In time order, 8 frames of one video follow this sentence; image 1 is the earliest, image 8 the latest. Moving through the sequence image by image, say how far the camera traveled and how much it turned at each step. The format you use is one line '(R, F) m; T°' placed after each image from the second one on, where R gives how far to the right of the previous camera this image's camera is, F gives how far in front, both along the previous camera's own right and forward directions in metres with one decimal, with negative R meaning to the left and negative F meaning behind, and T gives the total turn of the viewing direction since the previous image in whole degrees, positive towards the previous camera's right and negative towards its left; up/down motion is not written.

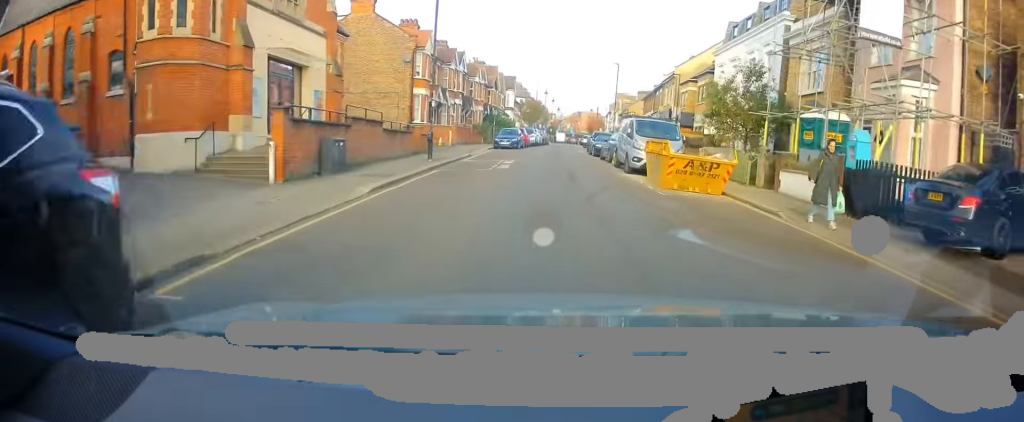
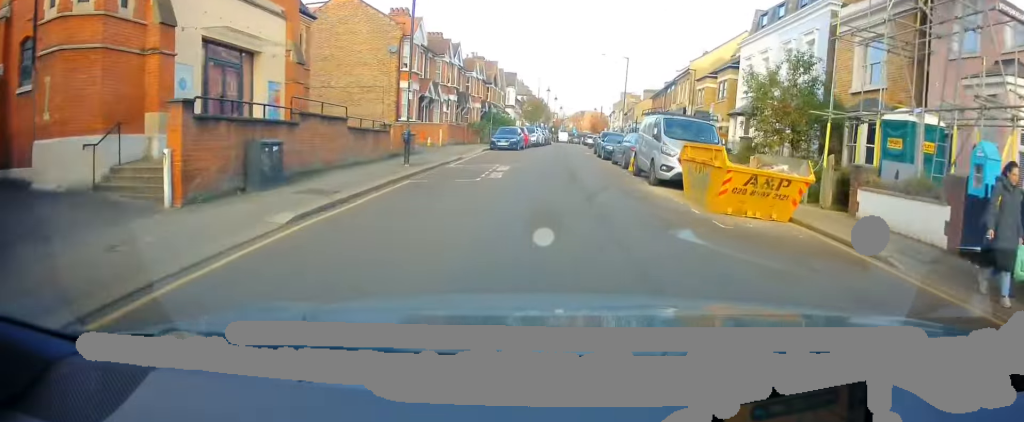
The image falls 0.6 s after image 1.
(-0.1, +4.2) m; 0°
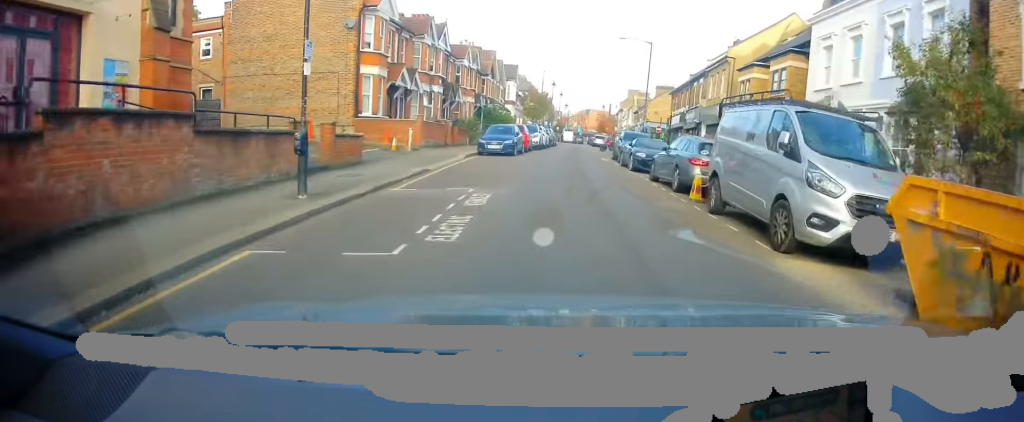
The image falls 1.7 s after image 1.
(+0.2, +8.5) m; +2°
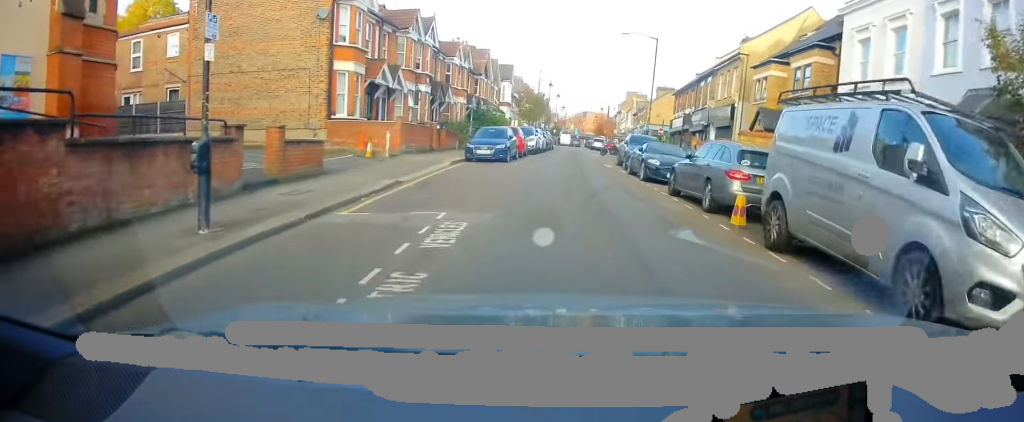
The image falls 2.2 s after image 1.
(0.0, +3.1) m; 0°
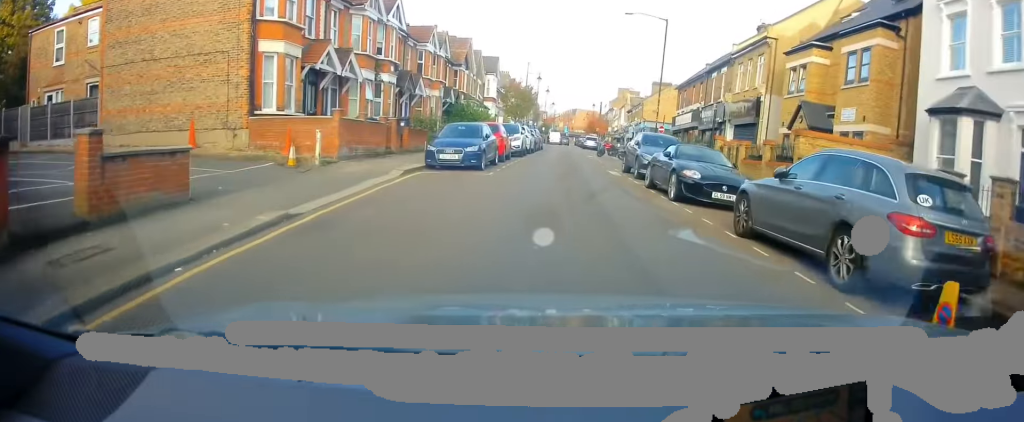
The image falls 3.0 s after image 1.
(0.0, +5.7) m; +1°
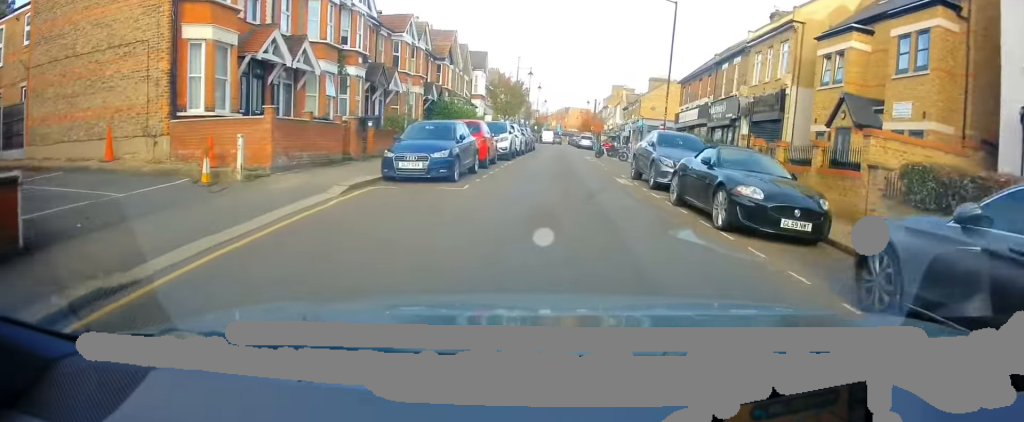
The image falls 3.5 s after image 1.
(0.0, +3.8) m; +1°
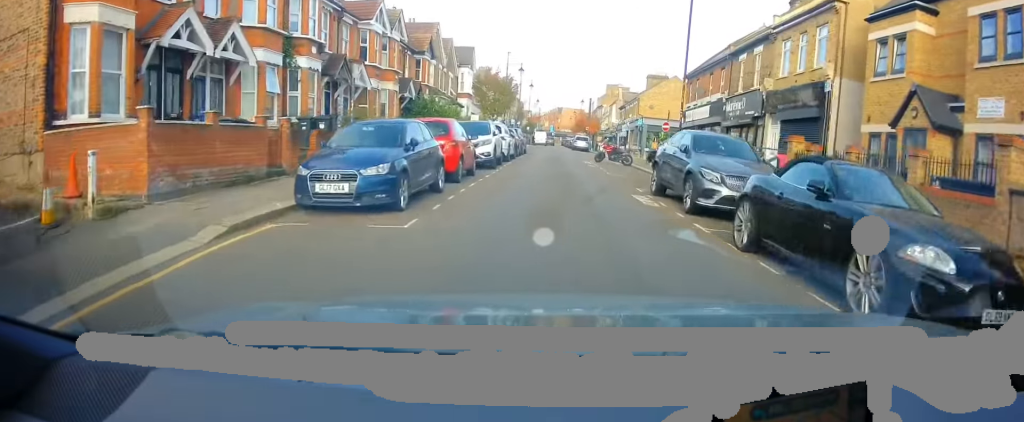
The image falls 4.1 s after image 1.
(+0.1, +4.3) m; 0°
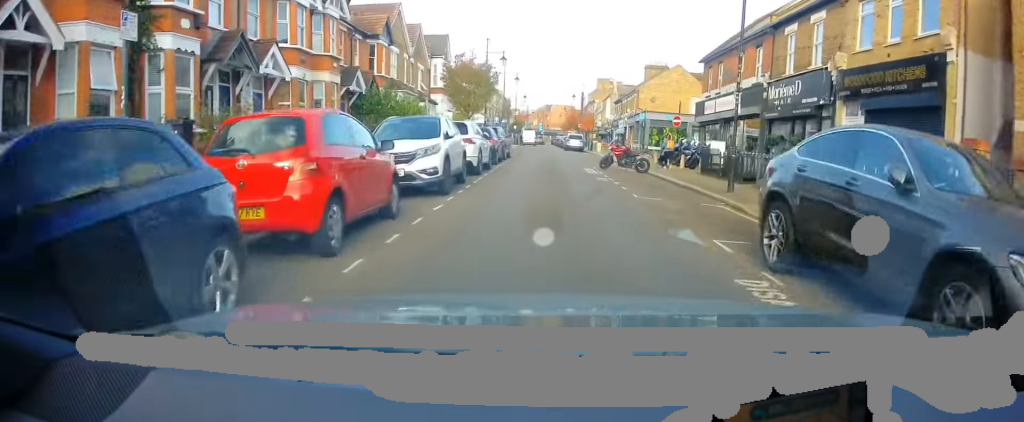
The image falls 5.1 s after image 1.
(0.0, +7.5) m; -1°
